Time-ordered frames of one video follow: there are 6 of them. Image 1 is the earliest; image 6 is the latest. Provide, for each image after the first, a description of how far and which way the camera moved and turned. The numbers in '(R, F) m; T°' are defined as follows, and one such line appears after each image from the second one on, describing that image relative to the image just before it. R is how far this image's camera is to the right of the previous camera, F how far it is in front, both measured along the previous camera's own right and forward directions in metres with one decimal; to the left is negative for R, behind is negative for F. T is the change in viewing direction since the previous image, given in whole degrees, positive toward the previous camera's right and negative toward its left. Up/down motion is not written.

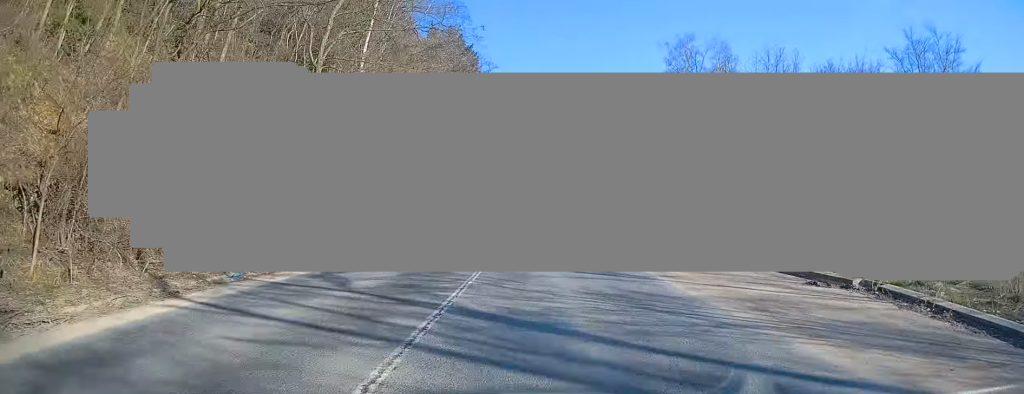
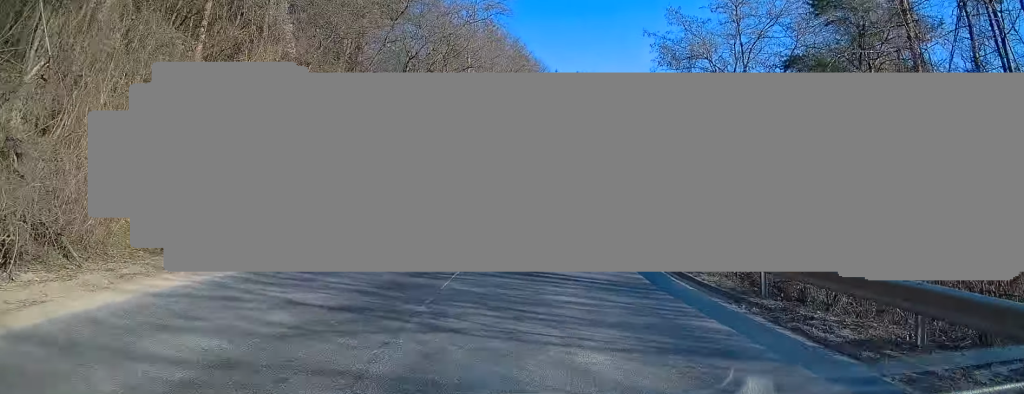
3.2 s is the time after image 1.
(-0.1, +51.4) m; +2°
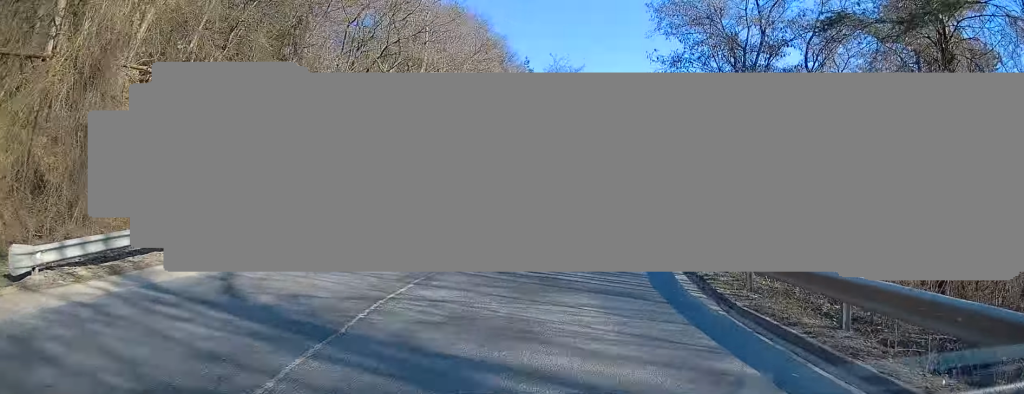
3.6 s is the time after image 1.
(-0.3, +7.4) m; +2°
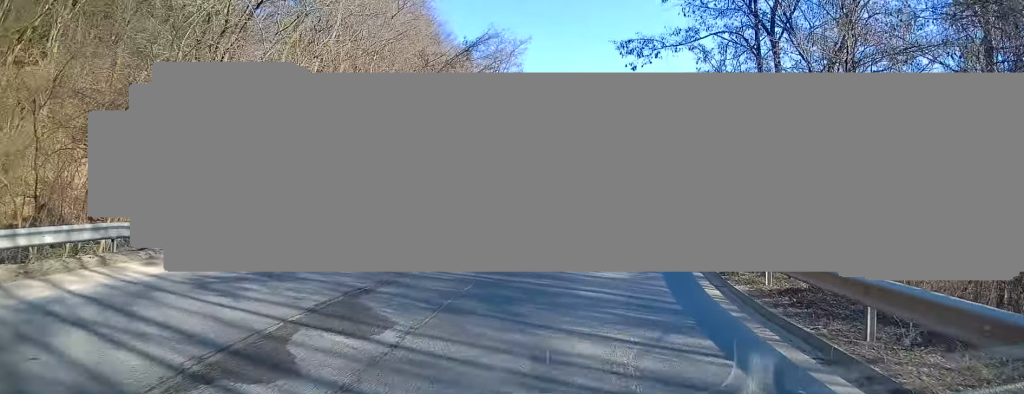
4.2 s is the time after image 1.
(+0.6, +8.7) m; +6°
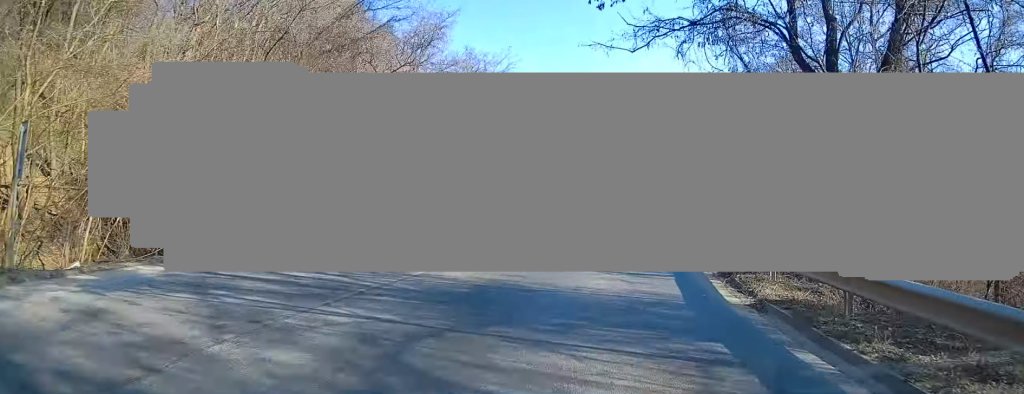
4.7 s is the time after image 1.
(-0.1, +7.6) m; +6°
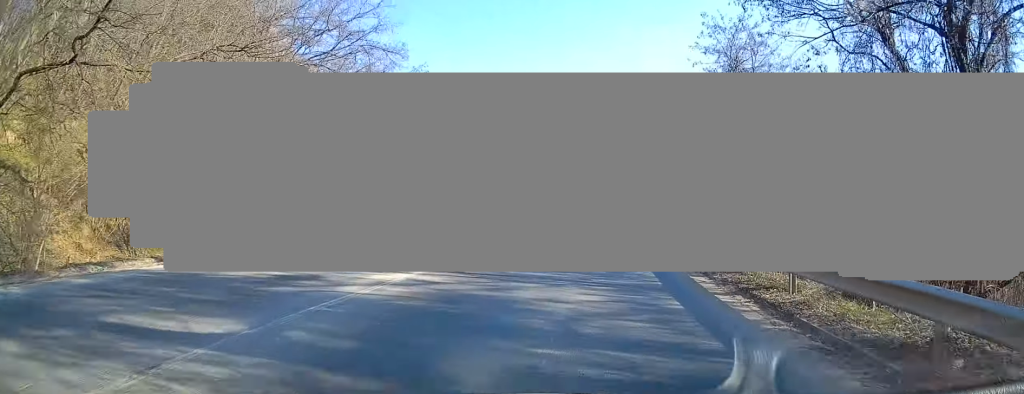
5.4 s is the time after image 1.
(+1.3, +10.3) m; +8°
